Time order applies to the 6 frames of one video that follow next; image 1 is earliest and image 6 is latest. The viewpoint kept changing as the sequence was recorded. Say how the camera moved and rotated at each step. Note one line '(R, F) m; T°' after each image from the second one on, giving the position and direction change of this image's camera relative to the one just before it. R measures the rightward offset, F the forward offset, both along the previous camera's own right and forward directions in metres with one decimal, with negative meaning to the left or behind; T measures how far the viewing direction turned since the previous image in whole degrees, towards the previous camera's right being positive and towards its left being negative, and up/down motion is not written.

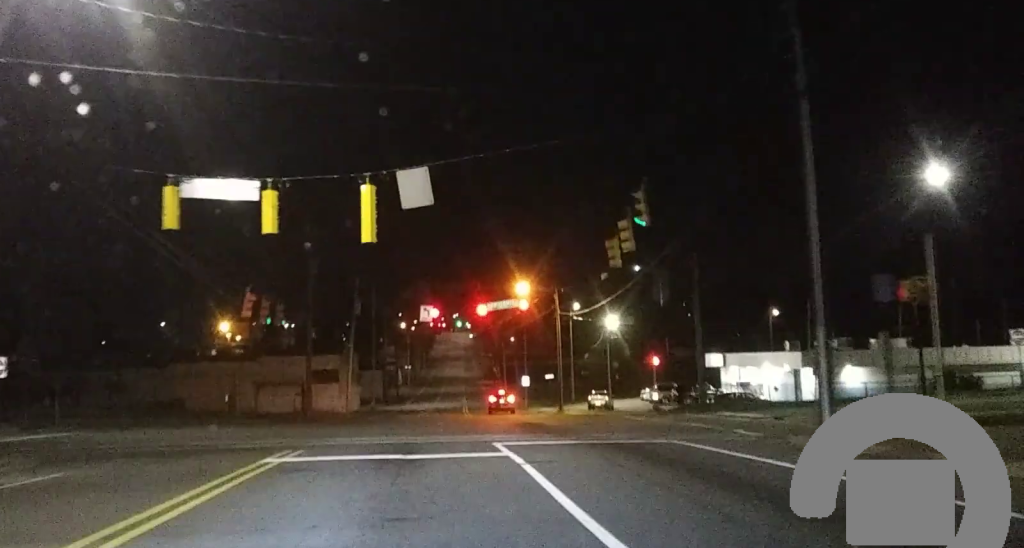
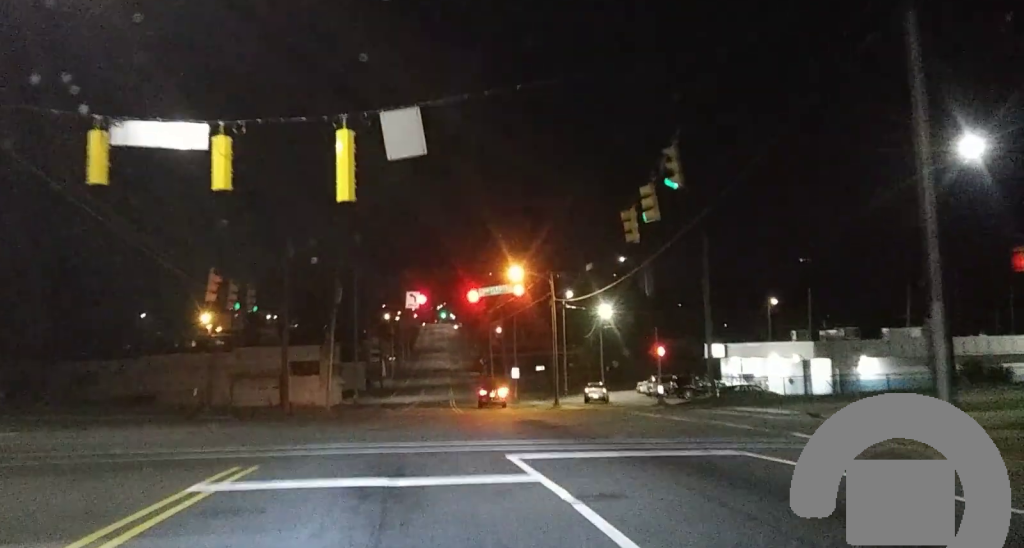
(0.0, +3.1) m; +1°
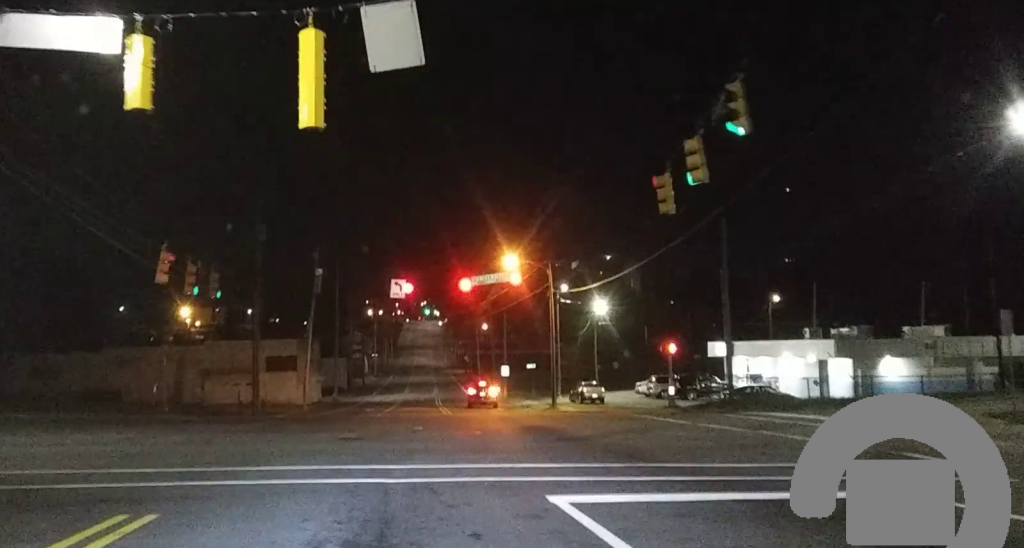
(0.0, +4.4) m; 0°
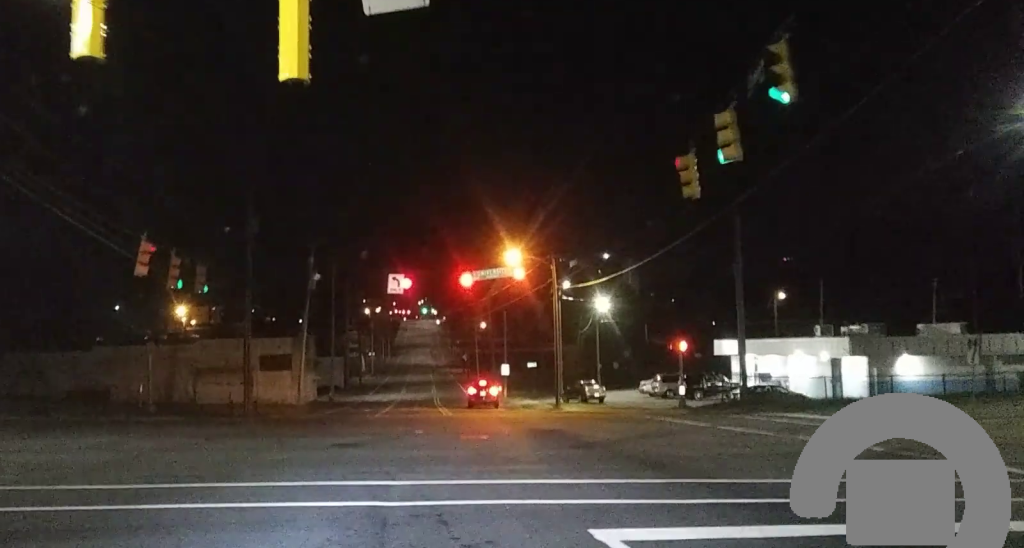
(0.0, +2.9) m; 0°
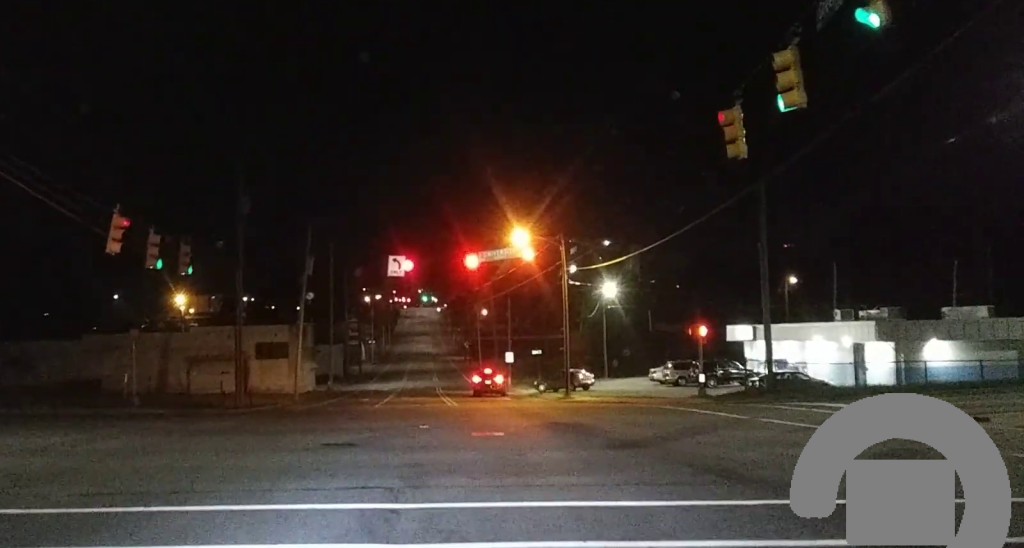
(0.0, +6.0) m; +1°
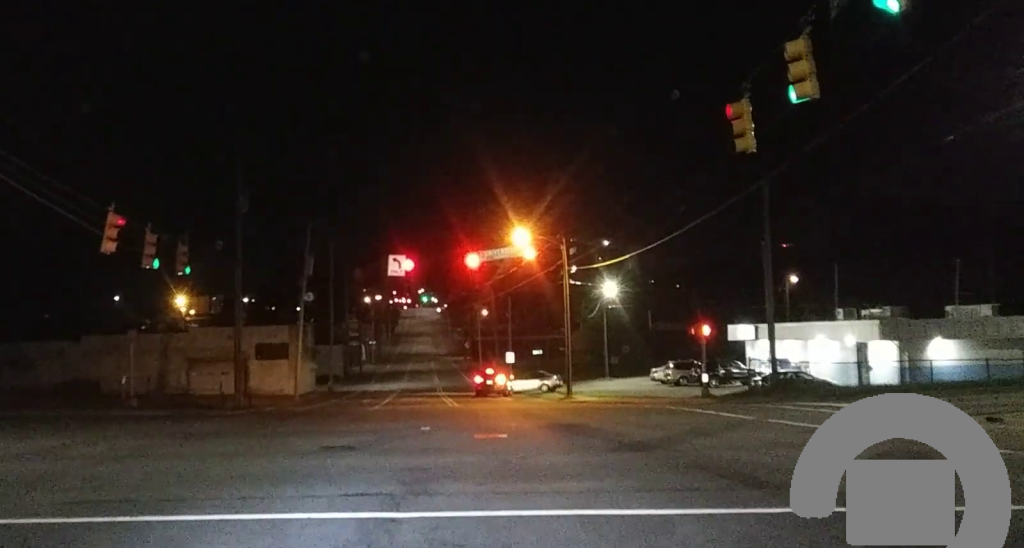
(+0.1, +3.1) m; +1°
